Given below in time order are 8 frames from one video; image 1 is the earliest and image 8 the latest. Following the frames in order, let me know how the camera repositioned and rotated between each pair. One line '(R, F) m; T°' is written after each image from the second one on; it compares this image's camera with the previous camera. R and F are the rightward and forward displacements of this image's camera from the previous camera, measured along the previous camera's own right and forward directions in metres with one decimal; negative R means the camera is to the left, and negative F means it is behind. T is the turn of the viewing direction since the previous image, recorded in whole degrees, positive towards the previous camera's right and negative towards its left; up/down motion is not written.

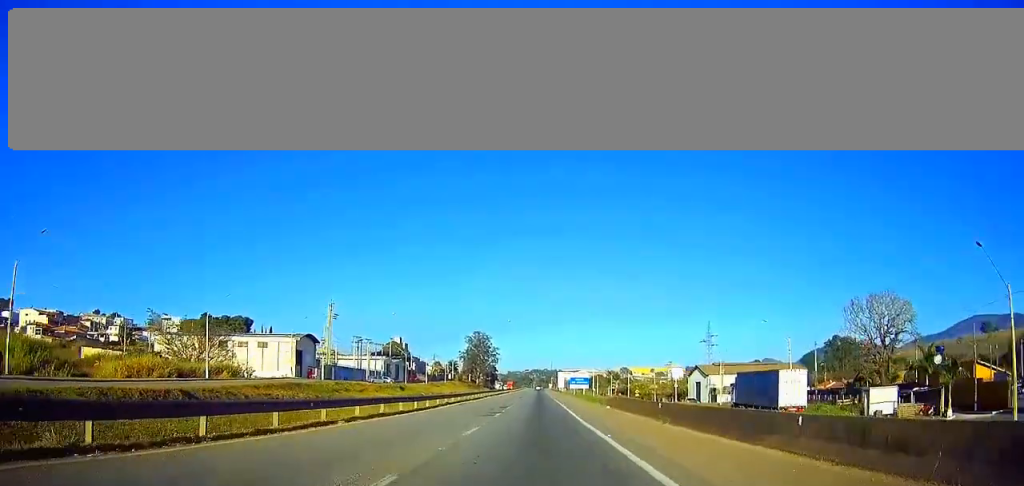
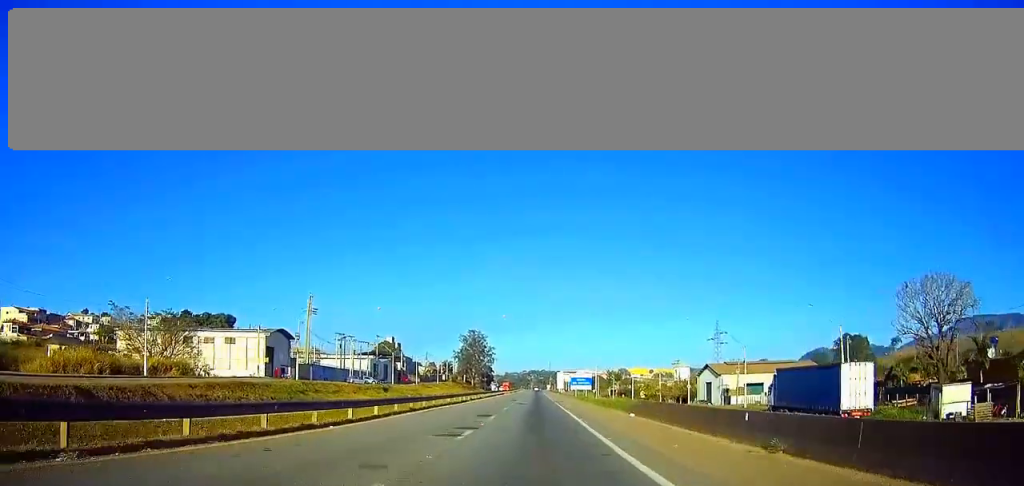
(0.0, +12.7) m; 0°
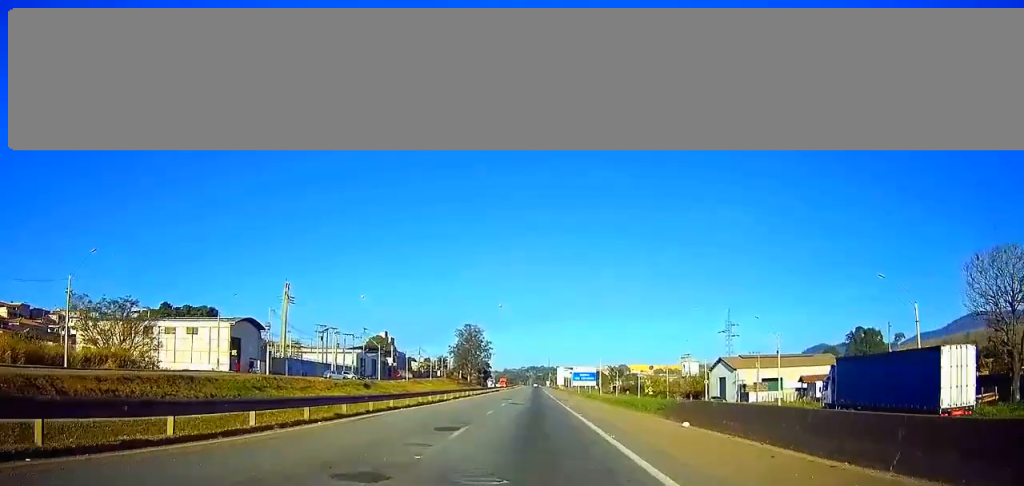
(+0.1, +12.7) m; 0°
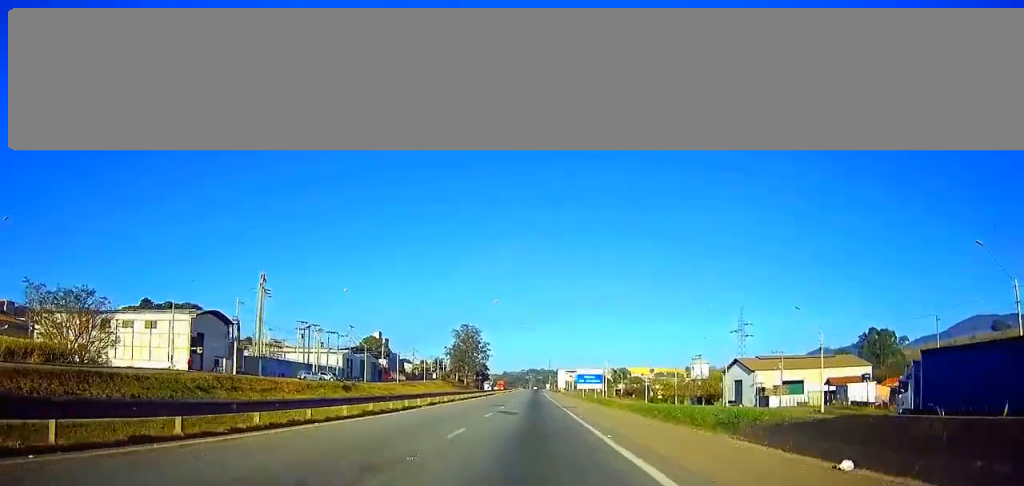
(0.0, +11.7) m; 0°
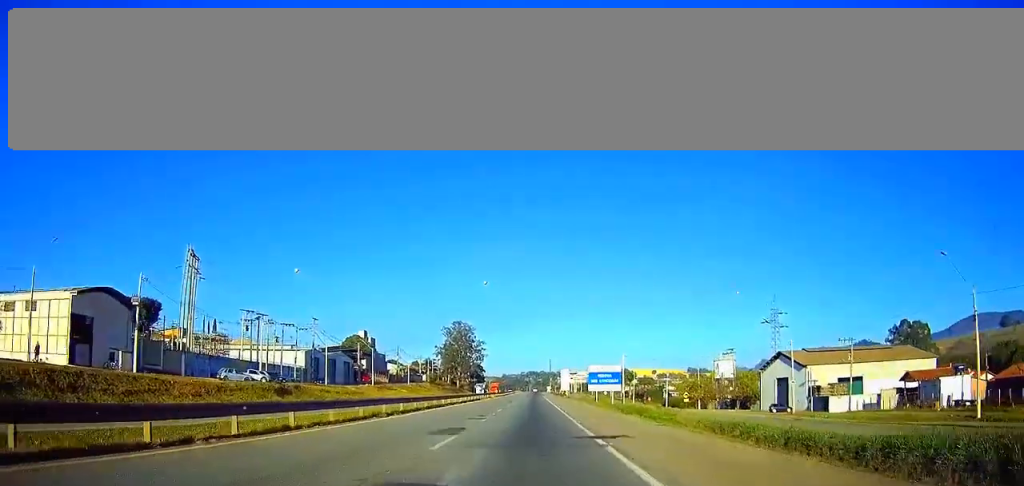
(-0.1, +25.0) m; 0°
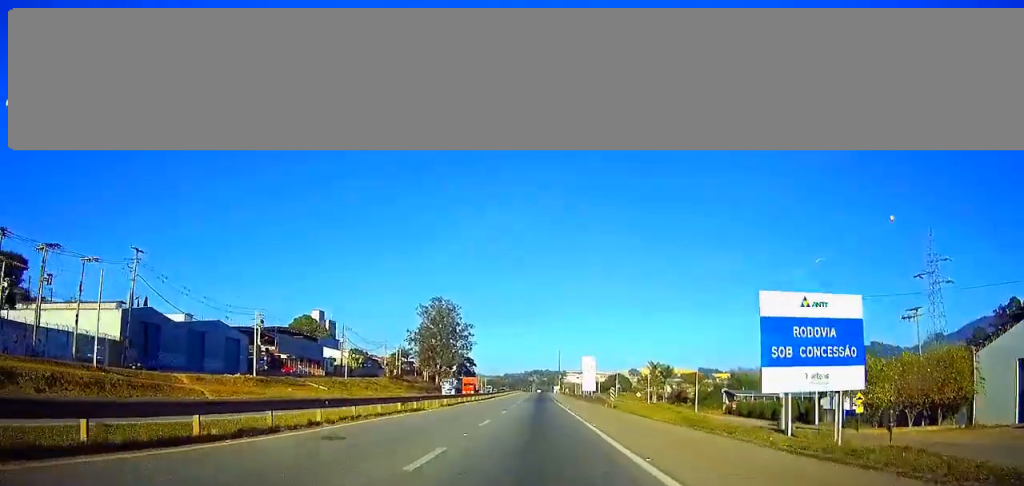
(-0.2, +62.8) m; 0°
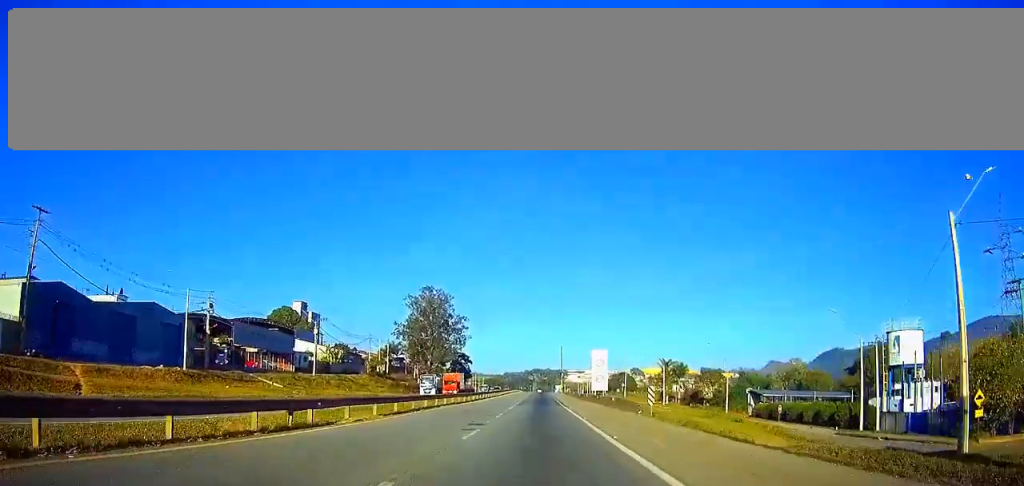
(-0.1, +17.5) m; 0°
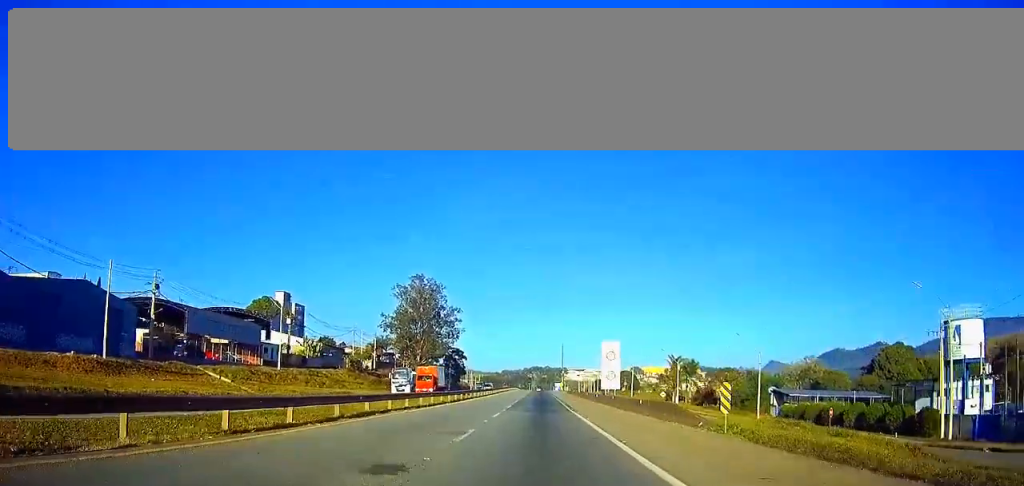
(+0.2, +13.7) m; 0°
